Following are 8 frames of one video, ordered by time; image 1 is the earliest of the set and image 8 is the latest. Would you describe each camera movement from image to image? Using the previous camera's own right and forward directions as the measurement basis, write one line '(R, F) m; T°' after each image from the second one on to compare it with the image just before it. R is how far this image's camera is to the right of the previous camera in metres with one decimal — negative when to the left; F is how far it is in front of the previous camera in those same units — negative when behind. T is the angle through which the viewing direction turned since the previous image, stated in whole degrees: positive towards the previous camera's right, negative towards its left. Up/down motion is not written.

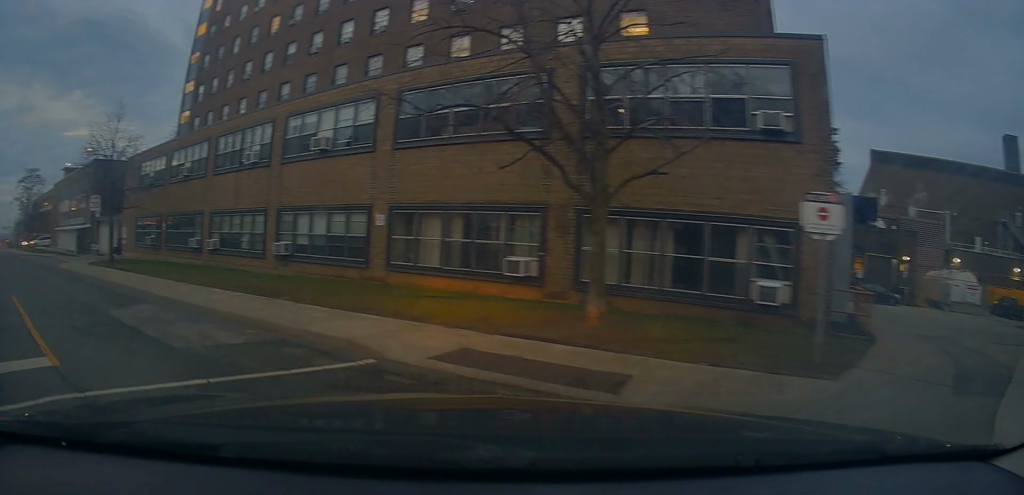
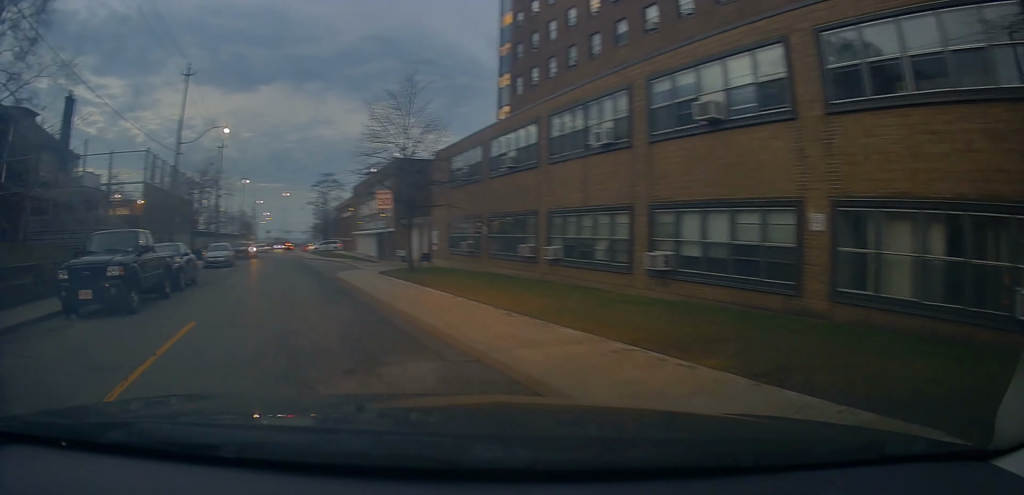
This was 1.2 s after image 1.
(-2.1, +5.6) m; -36°
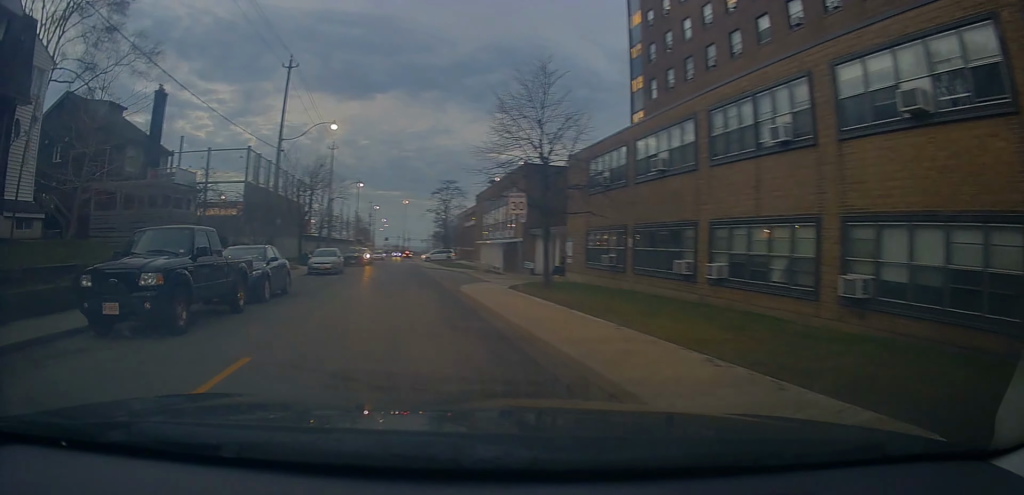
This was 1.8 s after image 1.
(-0.6, +3.0) m; -9°
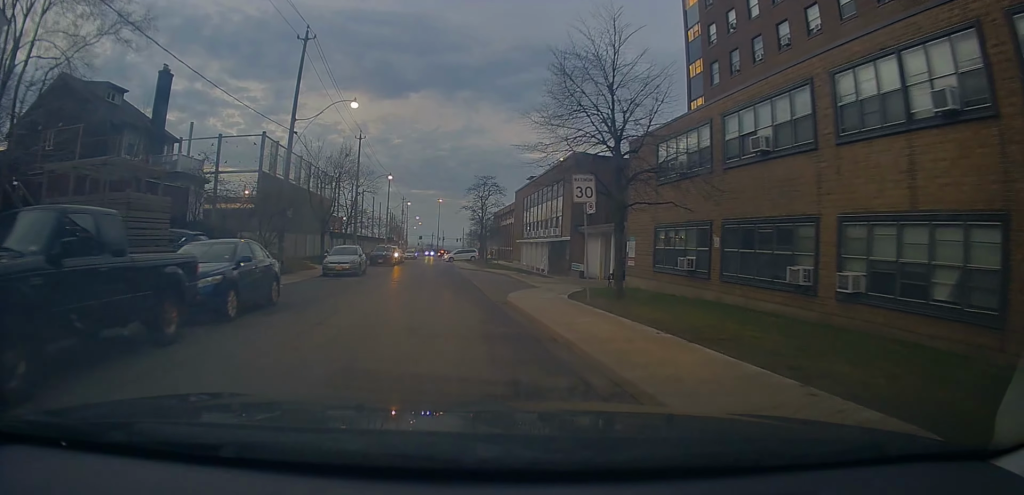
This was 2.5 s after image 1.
(-0.2, +4.5) m; 0°
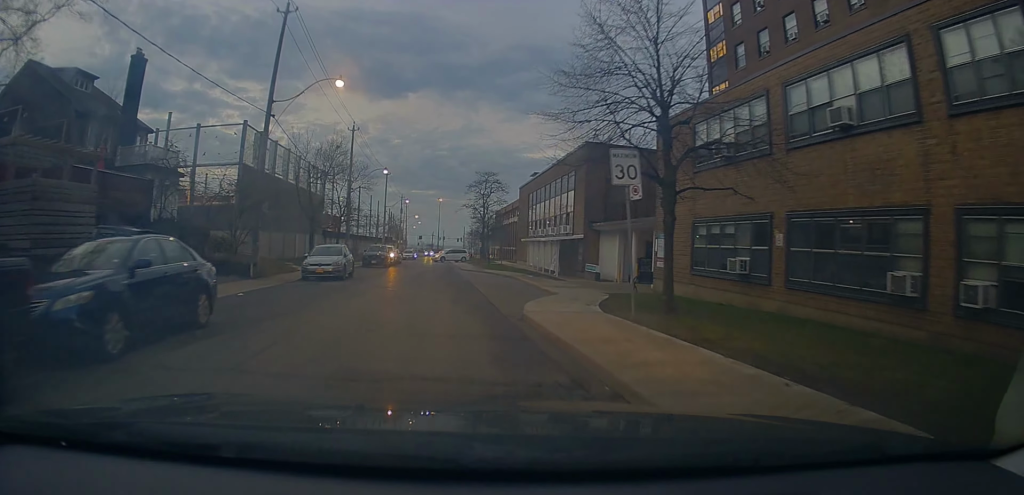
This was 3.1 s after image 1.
(0.0, +3.6) m; +2°
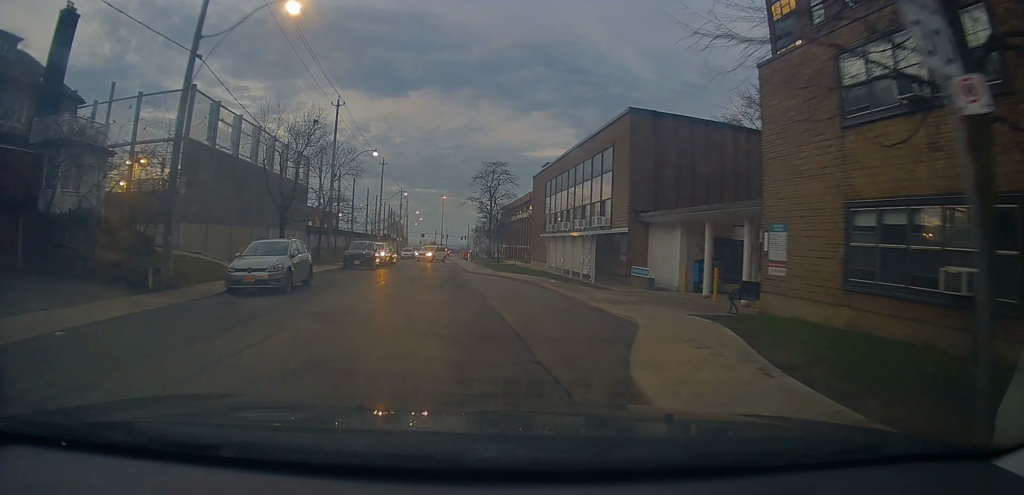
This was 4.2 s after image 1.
(+0.2, +8.1) m; -3°
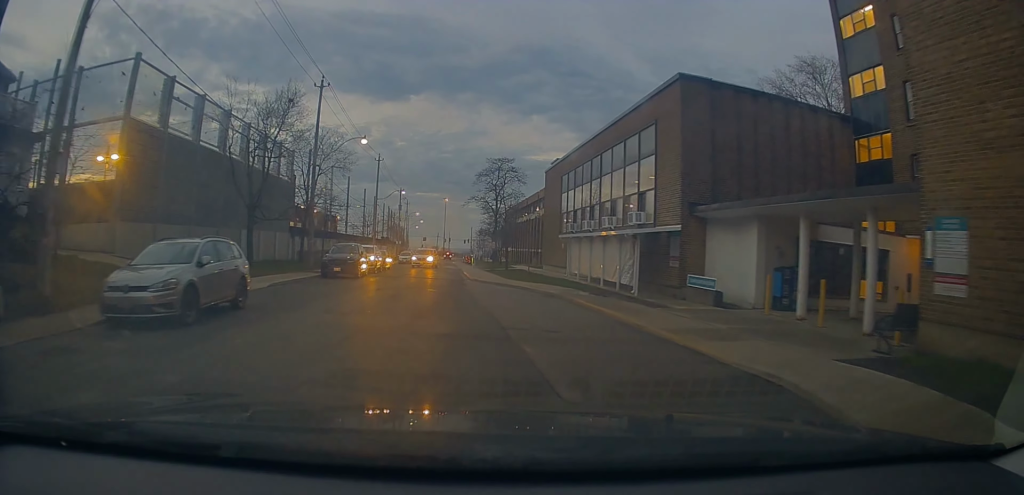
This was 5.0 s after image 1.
(-0.5, +5.8) m; -2°
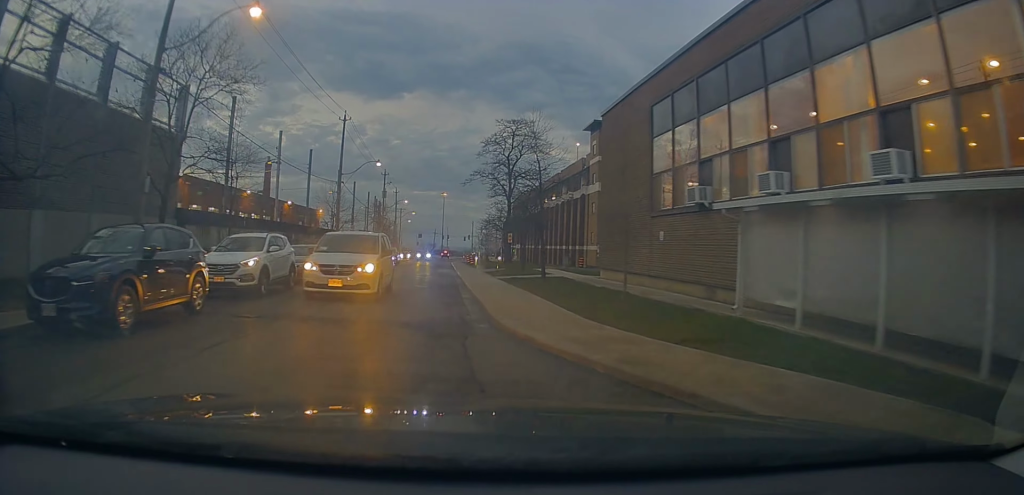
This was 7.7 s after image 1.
(+0.5, +19.9) m; -3°
